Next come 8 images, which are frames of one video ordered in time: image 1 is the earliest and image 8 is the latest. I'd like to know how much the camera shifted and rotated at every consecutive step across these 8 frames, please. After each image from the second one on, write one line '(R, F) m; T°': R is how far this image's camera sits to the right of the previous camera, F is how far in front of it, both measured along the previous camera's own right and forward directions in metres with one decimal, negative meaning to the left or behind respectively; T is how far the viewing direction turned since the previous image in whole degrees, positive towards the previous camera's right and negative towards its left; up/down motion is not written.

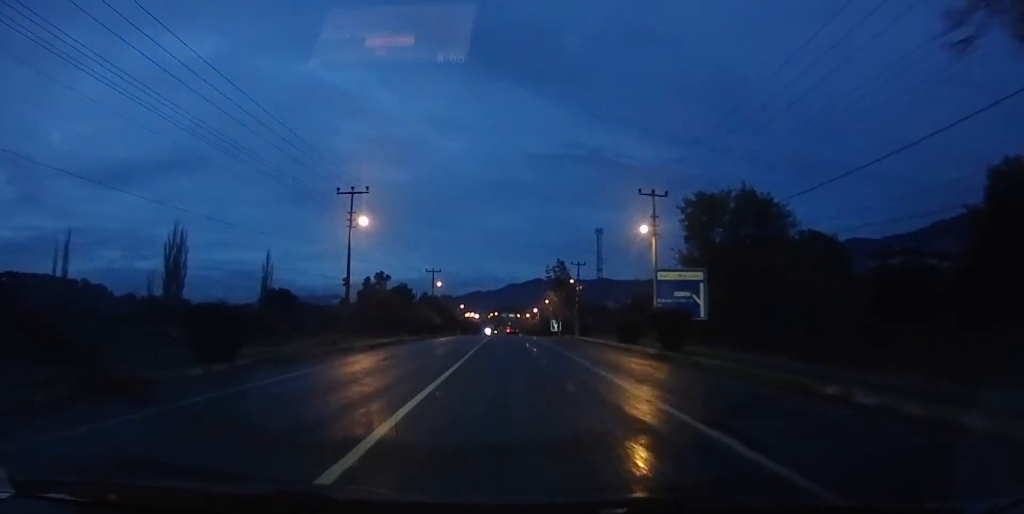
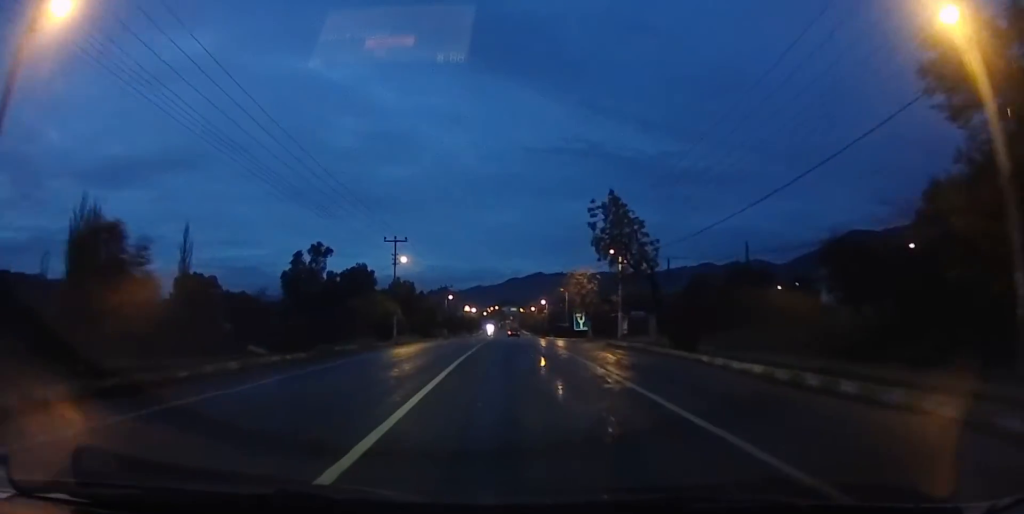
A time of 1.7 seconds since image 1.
(-0.1, +28.7) m; 0°
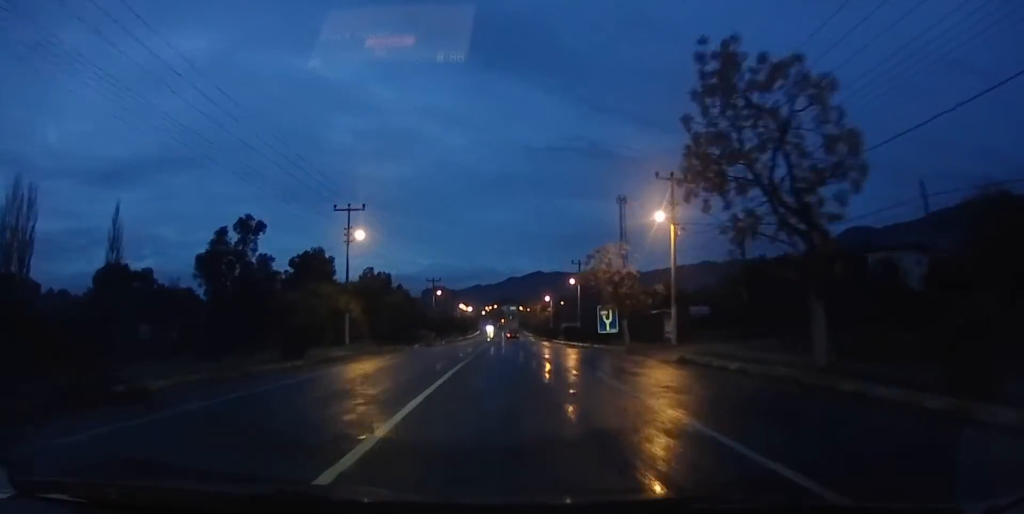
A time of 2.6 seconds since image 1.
(-0.1, +15.7) m; 0°
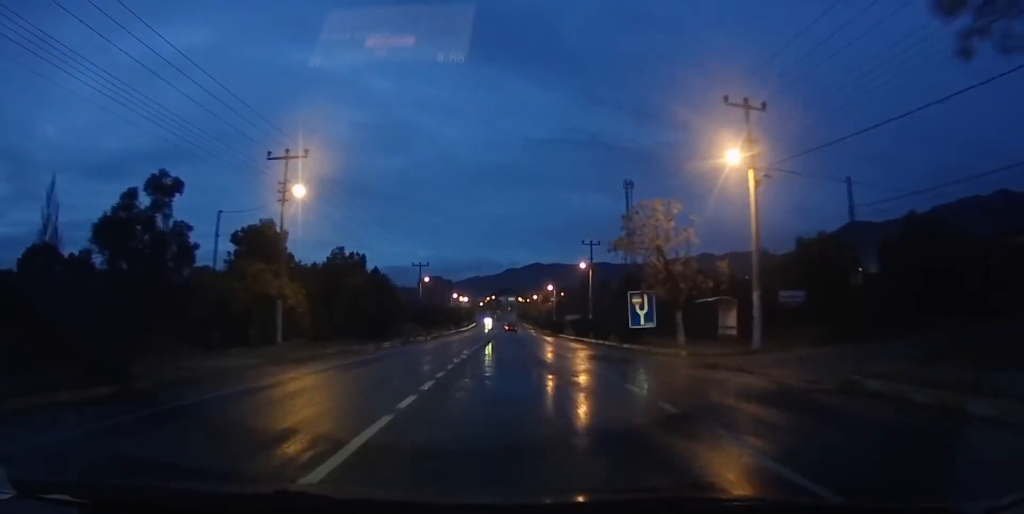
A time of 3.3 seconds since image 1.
(0.0, +11.2) m; +1°
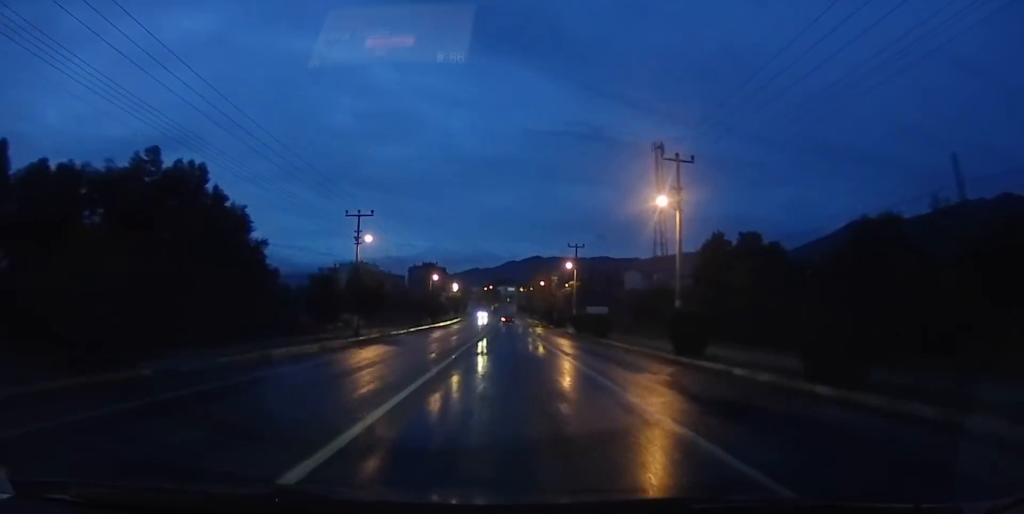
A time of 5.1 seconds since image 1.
(+0.6, +30.7) m; 0°
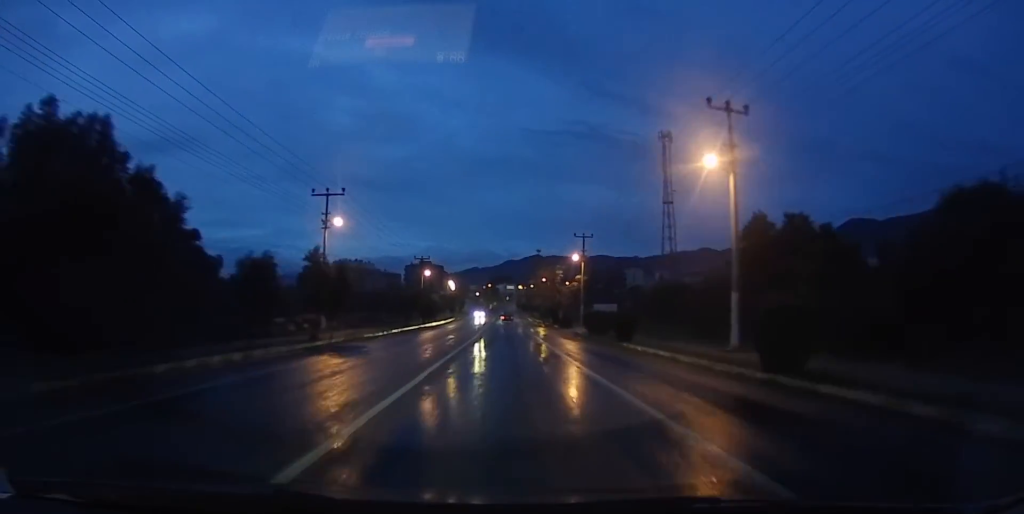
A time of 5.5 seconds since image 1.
(-0.1, +7.3) m; -1°
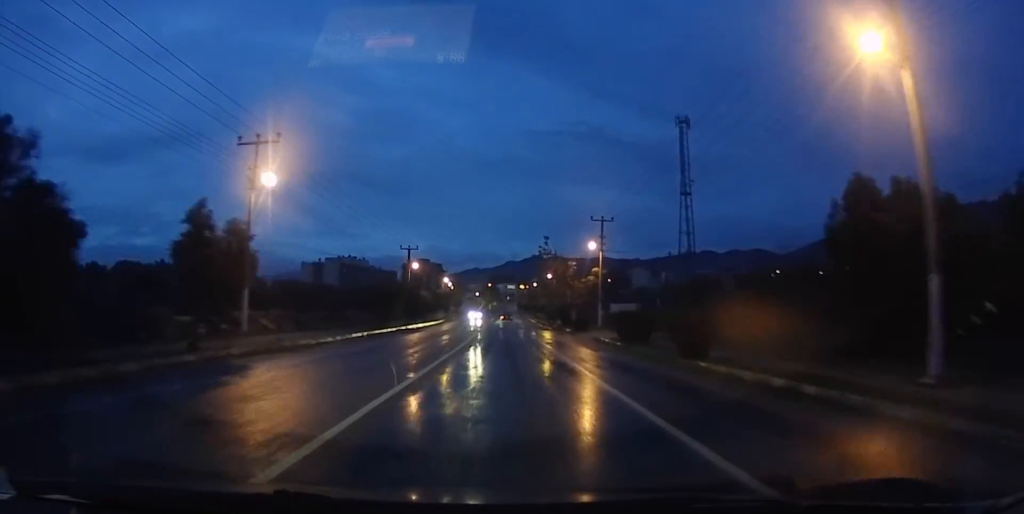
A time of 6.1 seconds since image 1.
(0.0, +10.9) m; 0°
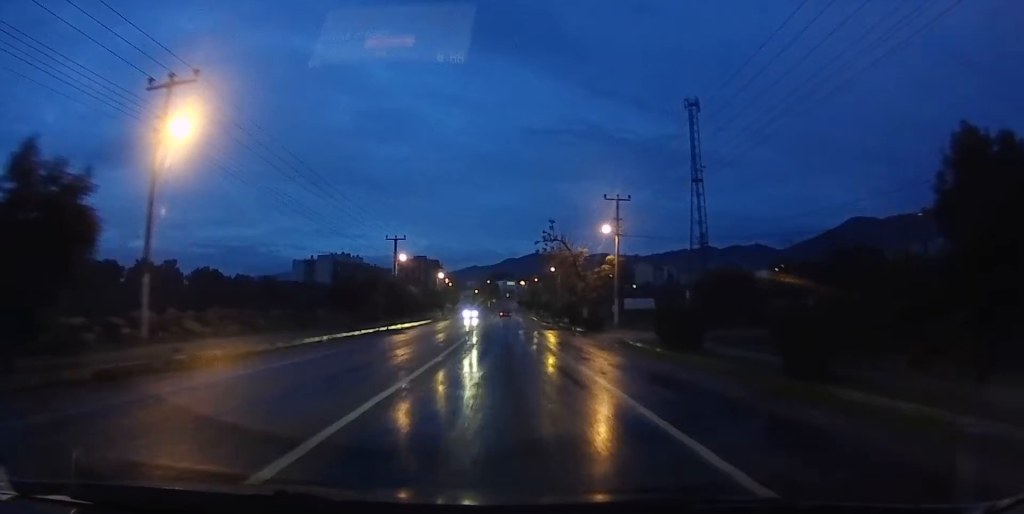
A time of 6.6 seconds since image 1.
(0.0, +7.5) m; 0°
